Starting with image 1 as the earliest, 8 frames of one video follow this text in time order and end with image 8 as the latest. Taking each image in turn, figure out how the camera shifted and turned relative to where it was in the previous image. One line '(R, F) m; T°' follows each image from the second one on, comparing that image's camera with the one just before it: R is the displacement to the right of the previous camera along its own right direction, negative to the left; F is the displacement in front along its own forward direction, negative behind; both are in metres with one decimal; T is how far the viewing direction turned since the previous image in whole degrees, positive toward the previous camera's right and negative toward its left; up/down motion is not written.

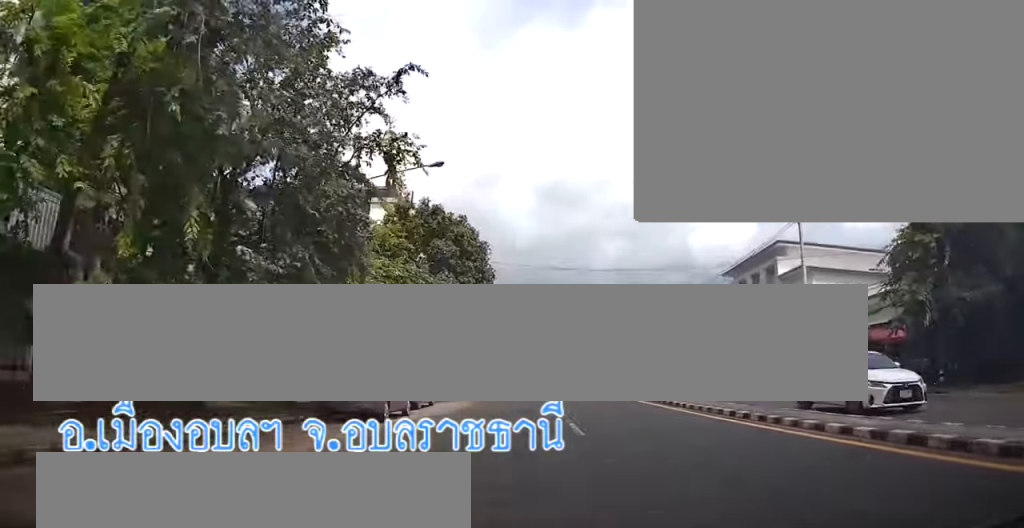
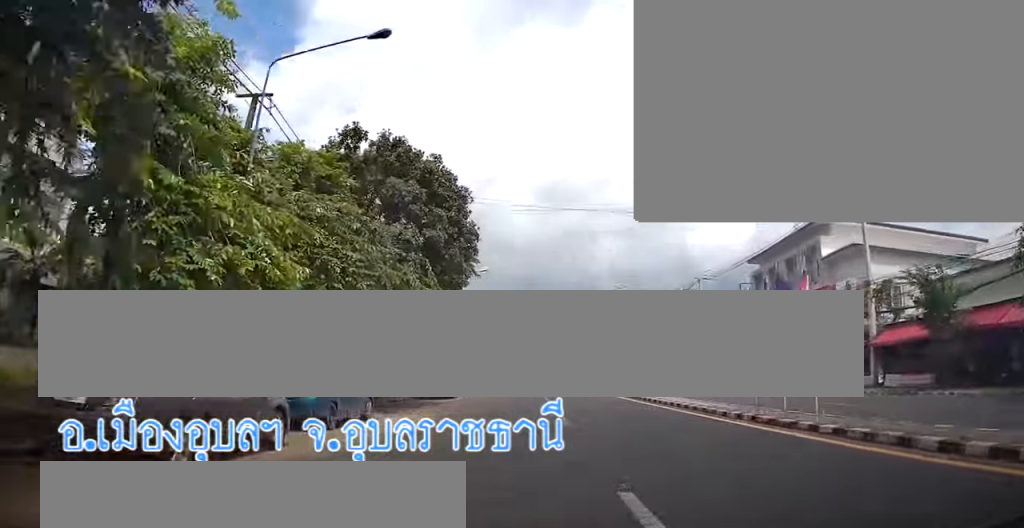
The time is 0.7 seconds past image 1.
(+0.1, +8.9) m; 0°
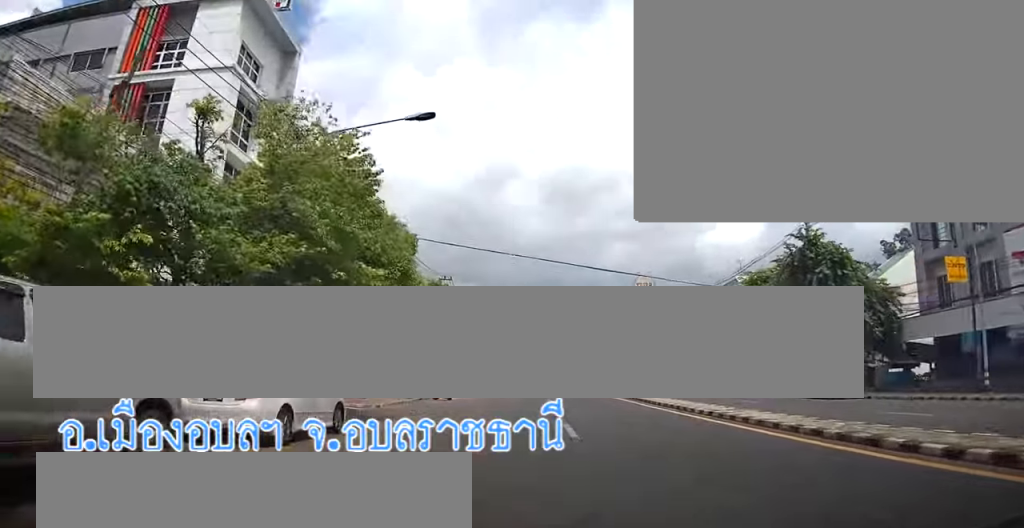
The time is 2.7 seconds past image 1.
(-0.2, +28.1) m; 0°
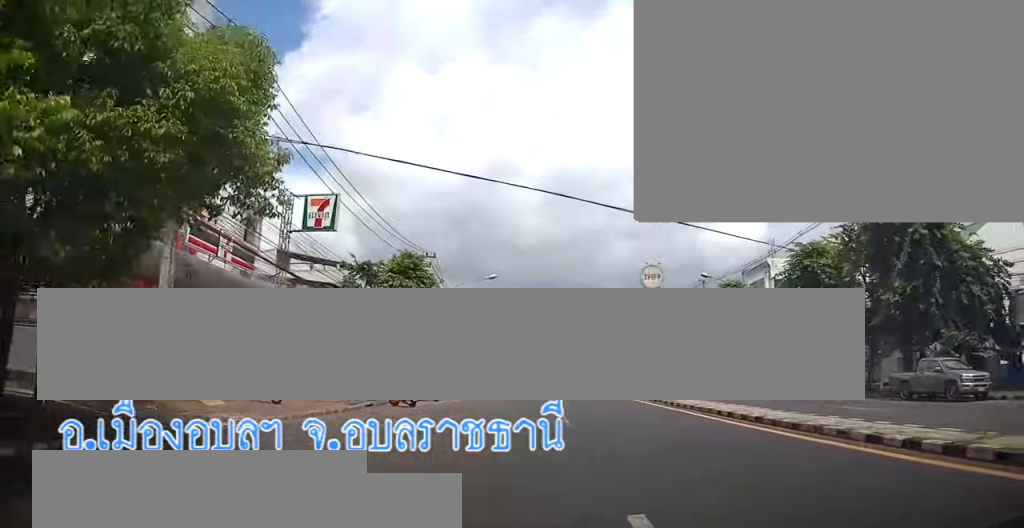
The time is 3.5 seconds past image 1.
(+0.1, +10.2) m; -1°
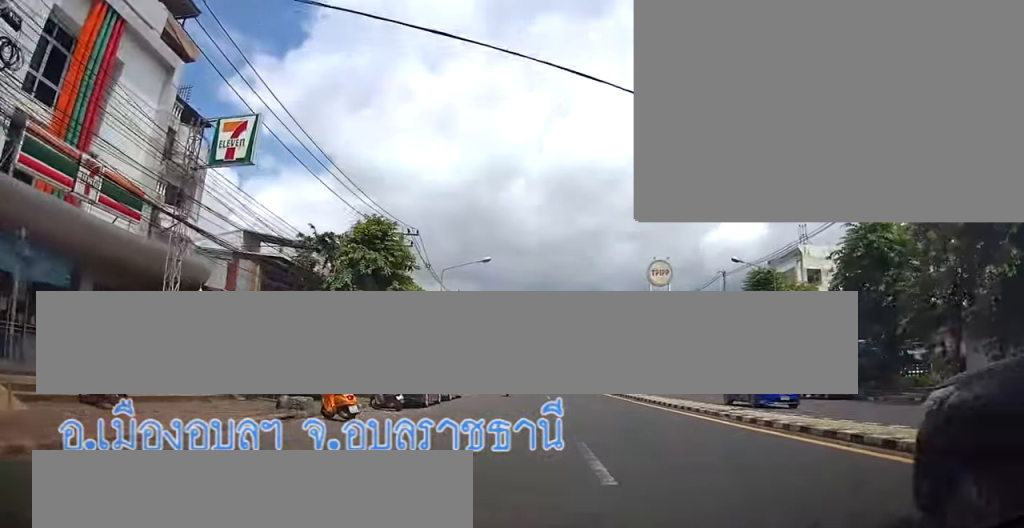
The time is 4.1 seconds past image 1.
(-0.1, +8.0) m; -1°
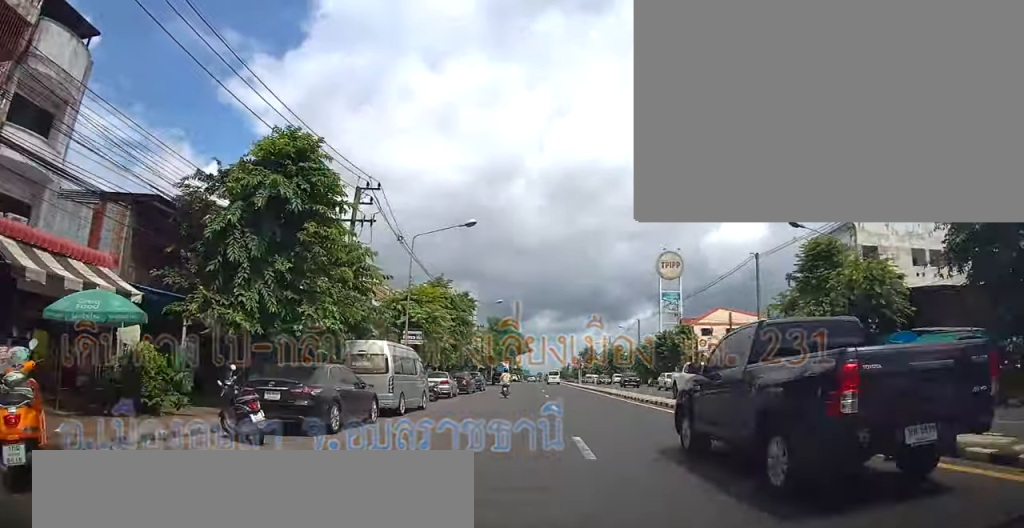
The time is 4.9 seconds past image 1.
(-0.2, +10.9) m; 0°
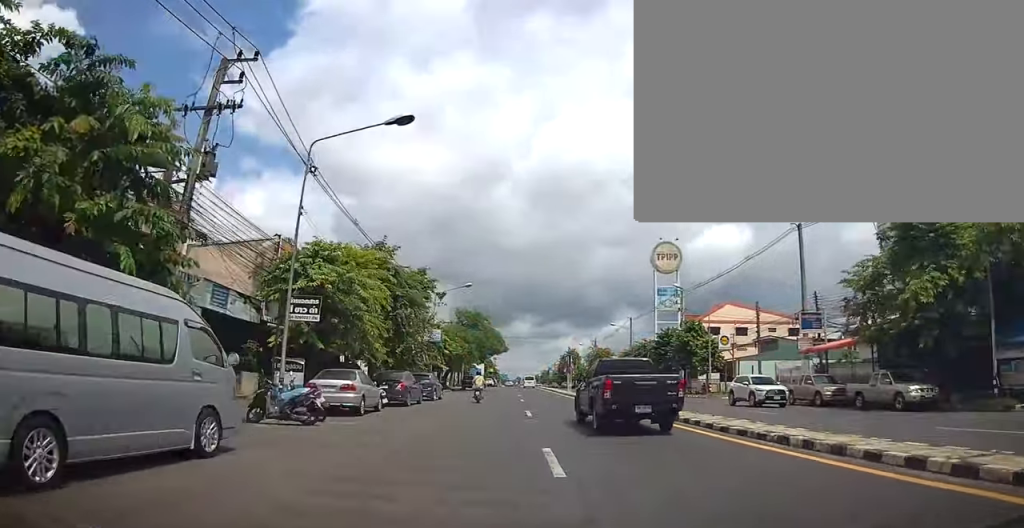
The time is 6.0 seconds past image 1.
(+0.2, +14.0) m; +3°
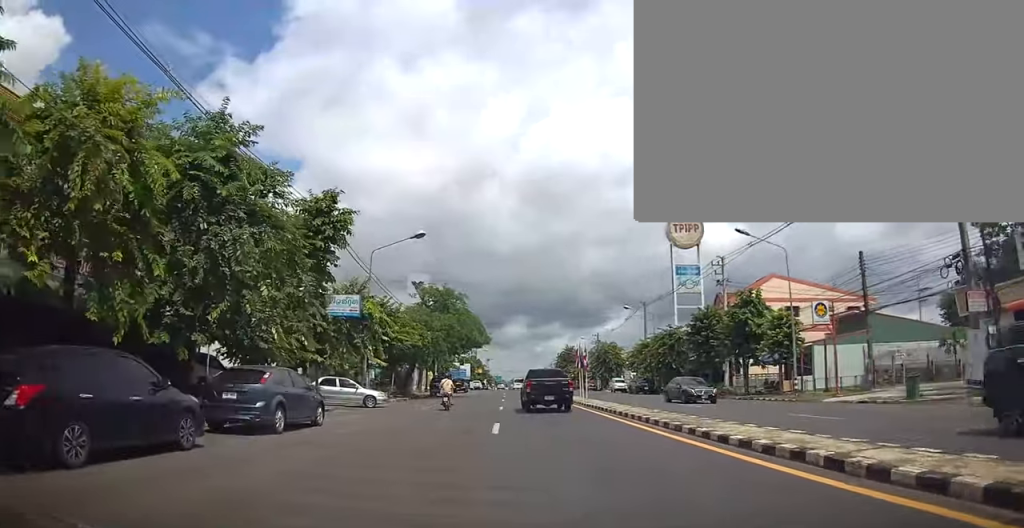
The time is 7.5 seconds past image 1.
(+0.3, +19.0) m; 0°
